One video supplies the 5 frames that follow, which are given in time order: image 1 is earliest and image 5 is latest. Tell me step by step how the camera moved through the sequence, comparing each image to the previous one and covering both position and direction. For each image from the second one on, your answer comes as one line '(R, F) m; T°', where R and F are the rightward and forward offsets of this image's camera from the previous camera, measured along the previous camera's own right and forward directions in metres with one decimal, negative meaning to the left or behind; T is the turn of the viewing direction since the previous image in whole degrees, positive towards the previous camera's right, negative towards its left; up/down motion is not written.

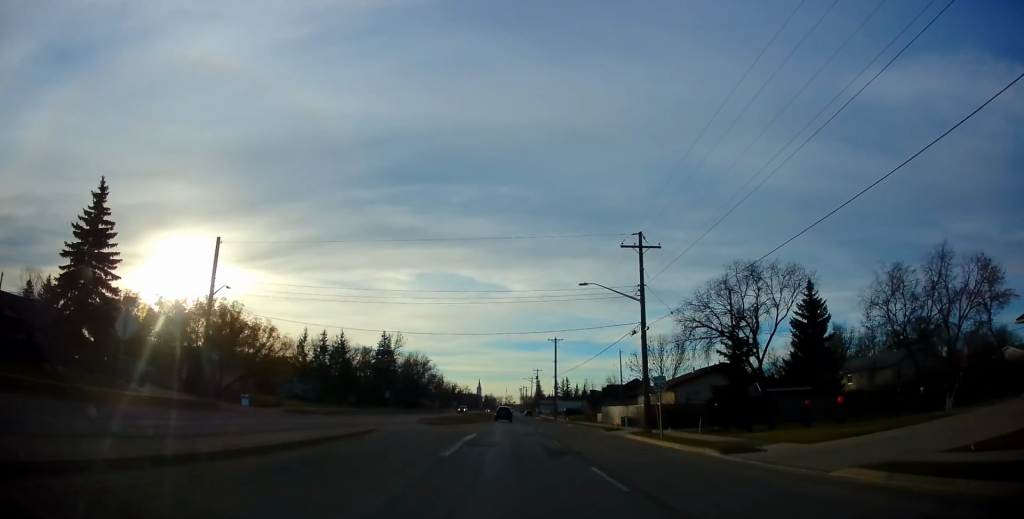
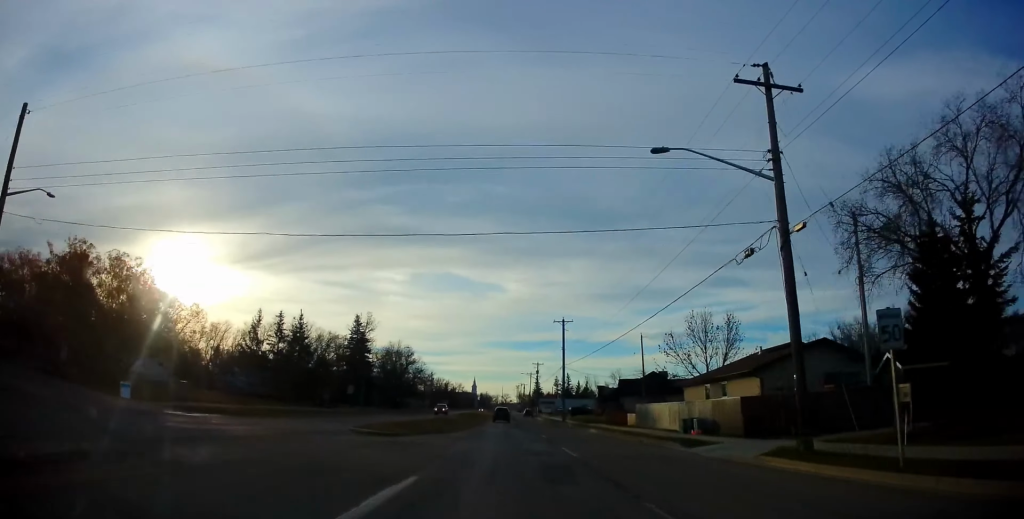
(0.0, +19.6) m; +1°
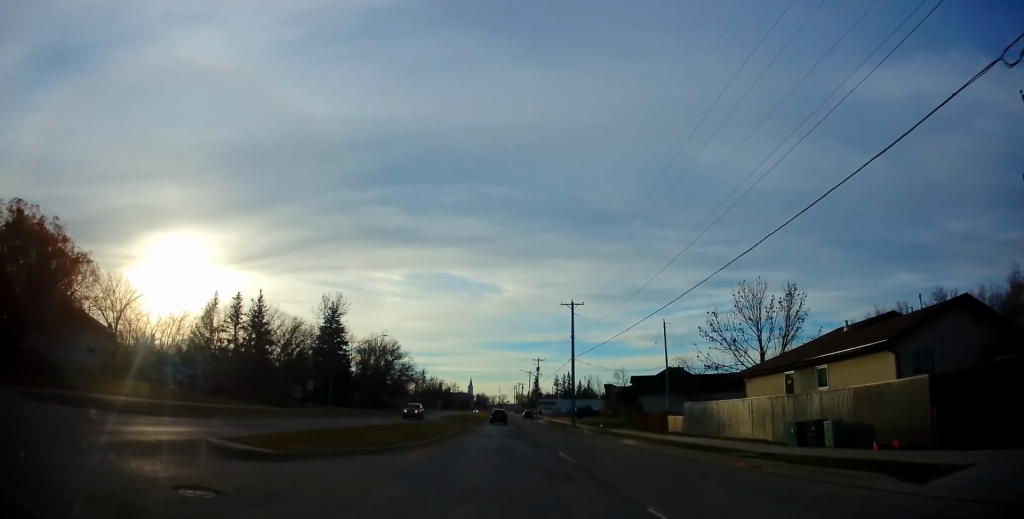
(+0.2, +13.9) m; -1°
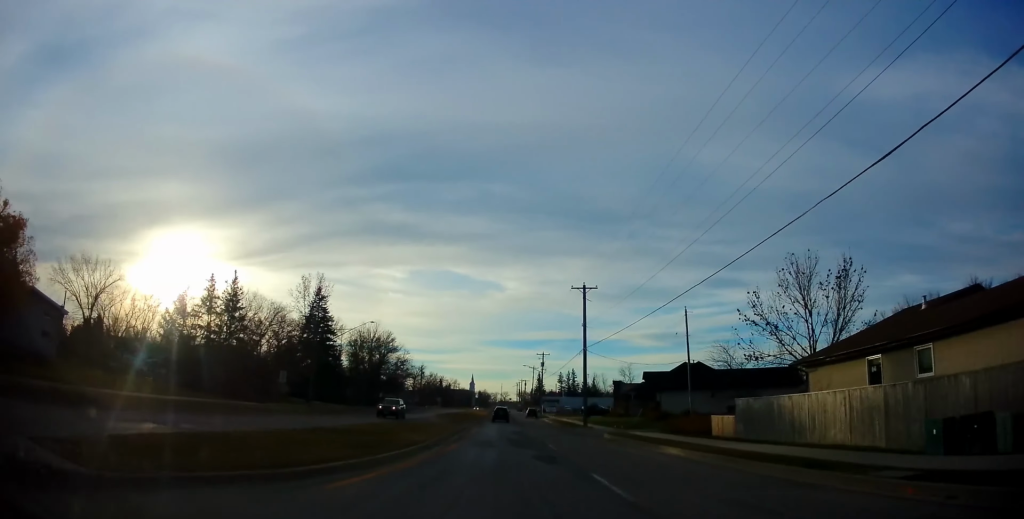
(+0.2, +7.7) m; -1°
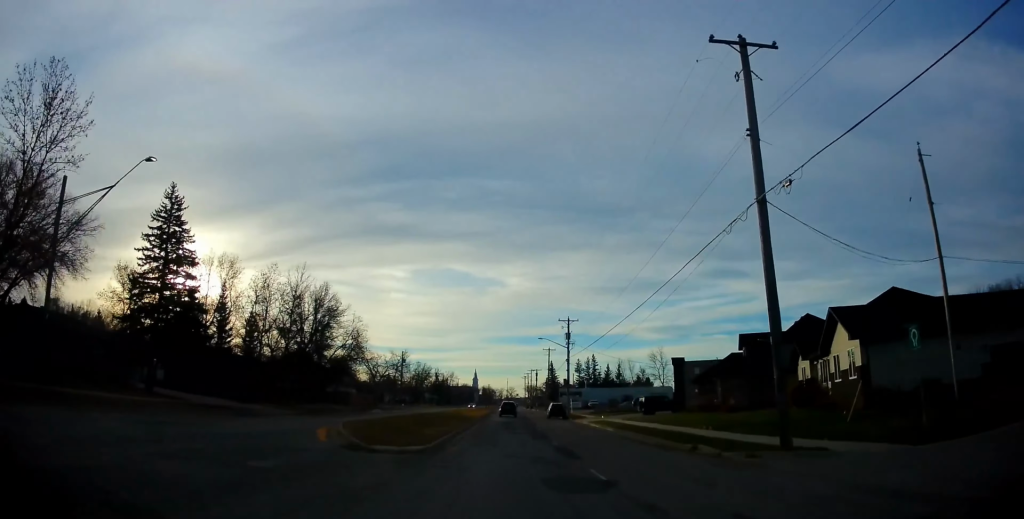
(-0.6, +38.4) m; +1°
